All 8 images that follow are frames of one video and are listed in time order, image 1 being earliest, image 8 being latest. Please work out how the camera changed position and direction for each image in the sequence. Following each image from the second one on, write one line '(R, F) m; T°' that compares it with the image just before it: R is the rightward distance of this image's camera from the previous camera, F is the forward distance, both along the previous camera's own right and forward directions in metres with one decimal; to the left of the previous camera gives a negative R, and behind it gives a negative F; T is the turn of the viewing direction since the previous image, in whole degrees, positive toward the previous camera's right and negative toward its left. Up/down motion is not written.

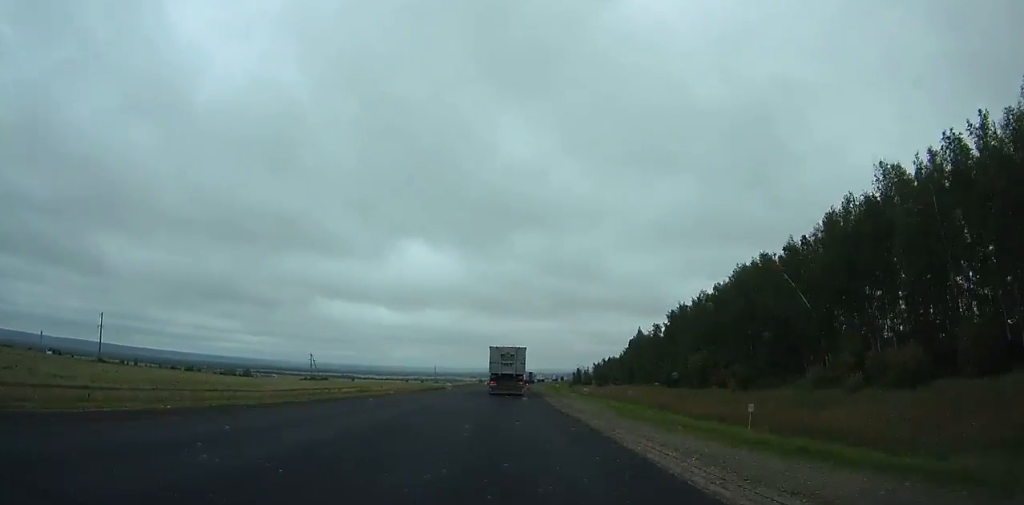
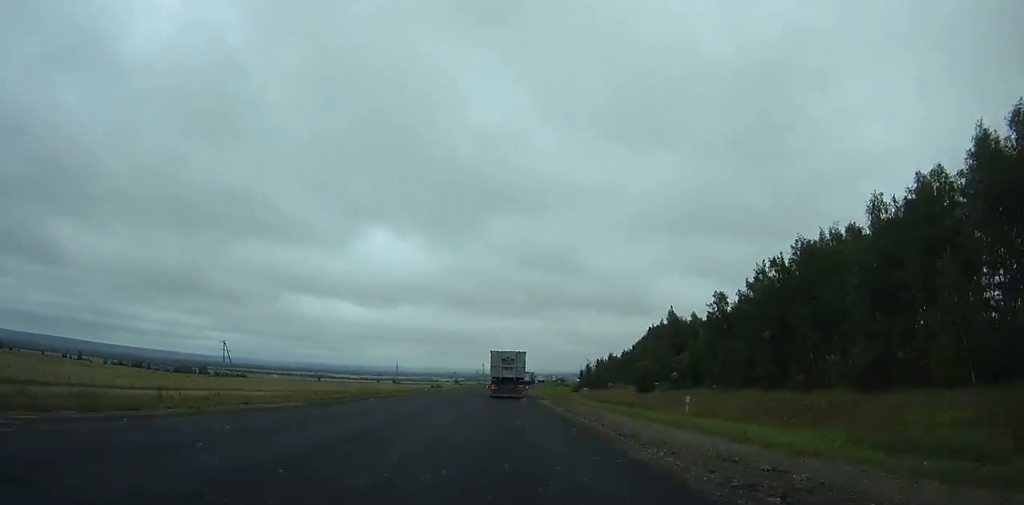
(+1.2, +75.4) m; +2°
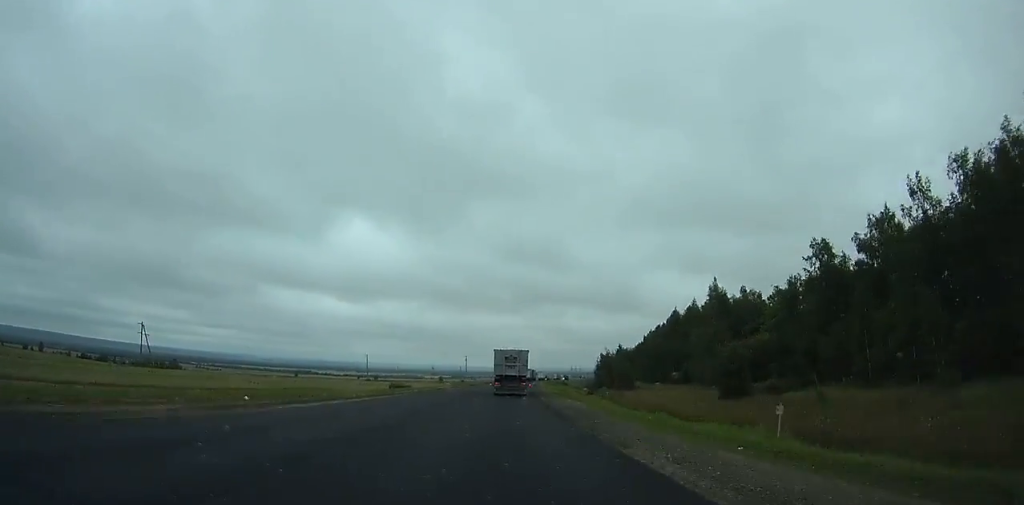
(+0.7, +47.2) m; +2°
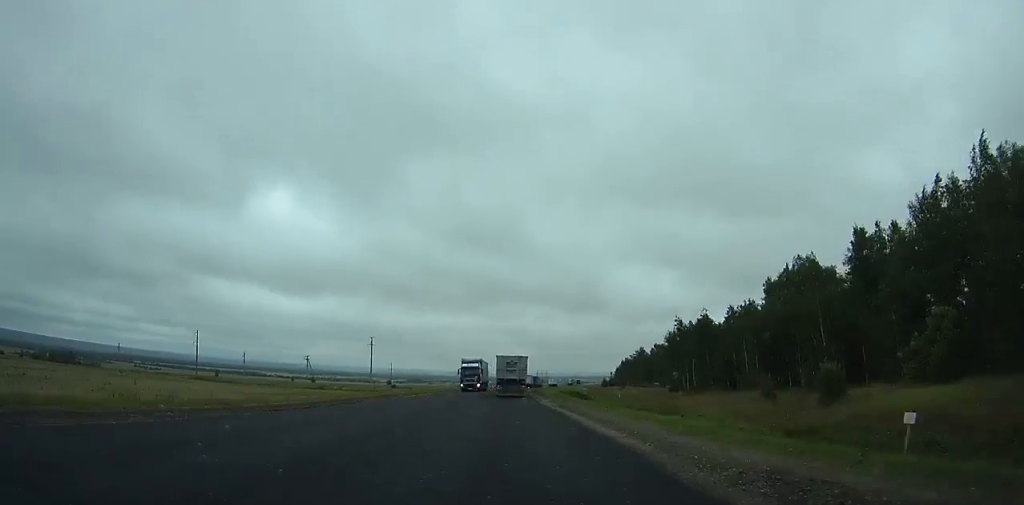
(+5.3, +142.4) m; +4°
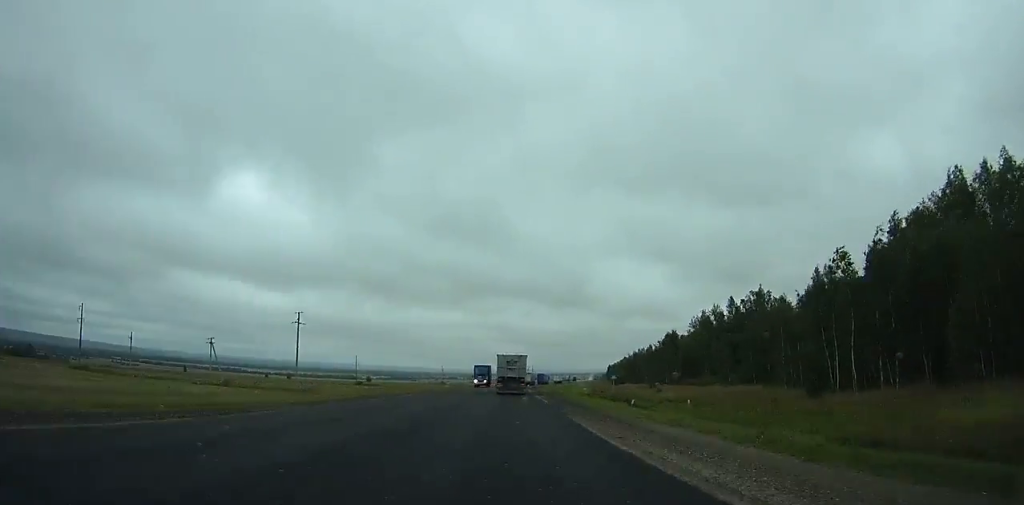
(+0.1, +46.2) m; +1°
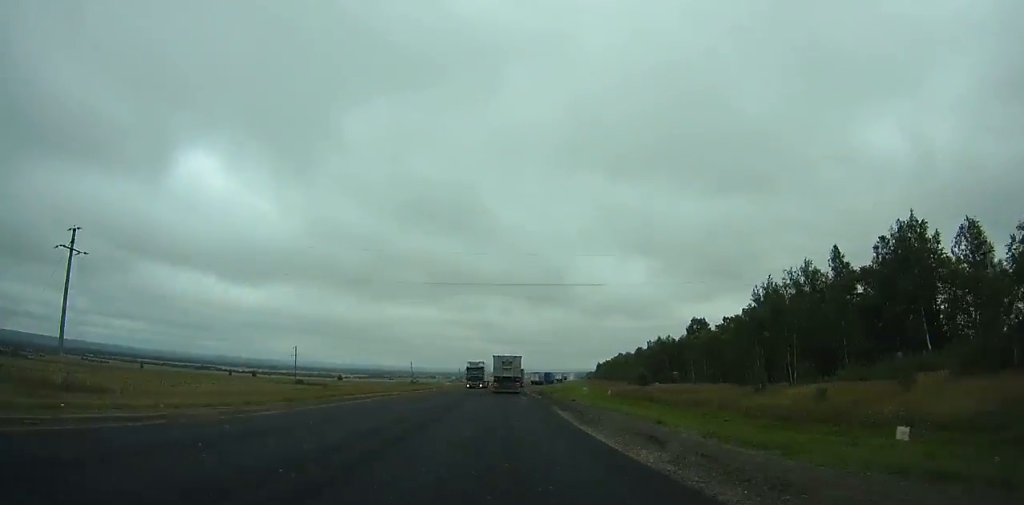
(+1.0, +54.2) m; +2°
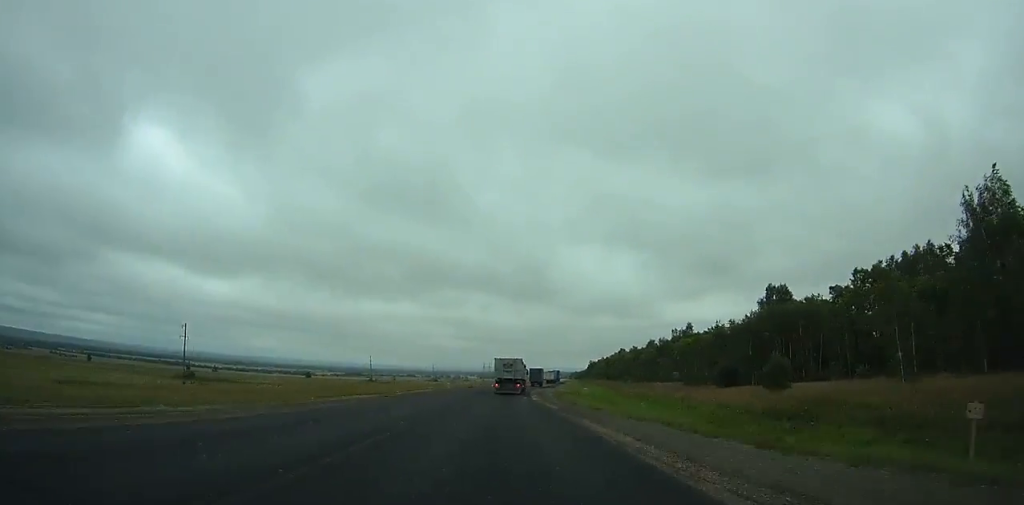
(+1.2, +64.3) m; +2°
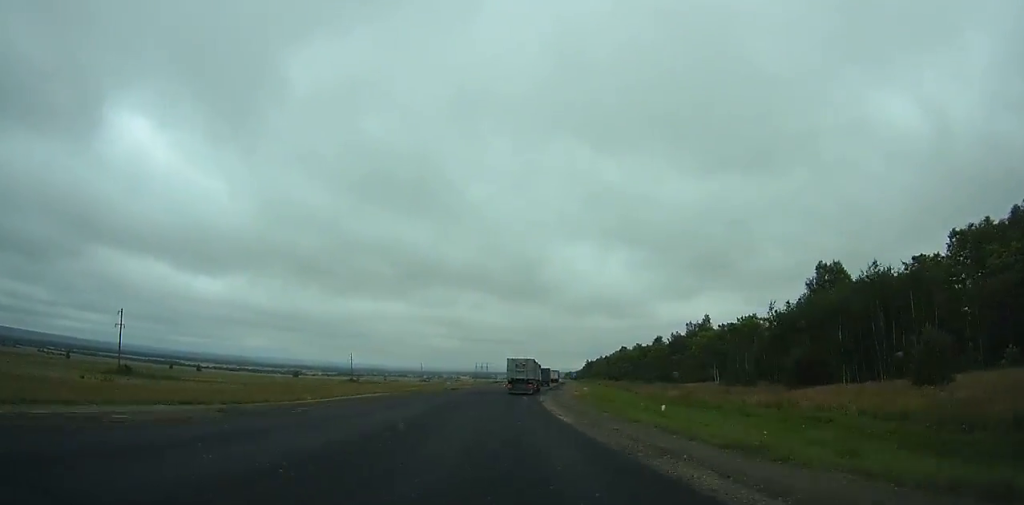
(+0.2, +24.1) m; +1°
